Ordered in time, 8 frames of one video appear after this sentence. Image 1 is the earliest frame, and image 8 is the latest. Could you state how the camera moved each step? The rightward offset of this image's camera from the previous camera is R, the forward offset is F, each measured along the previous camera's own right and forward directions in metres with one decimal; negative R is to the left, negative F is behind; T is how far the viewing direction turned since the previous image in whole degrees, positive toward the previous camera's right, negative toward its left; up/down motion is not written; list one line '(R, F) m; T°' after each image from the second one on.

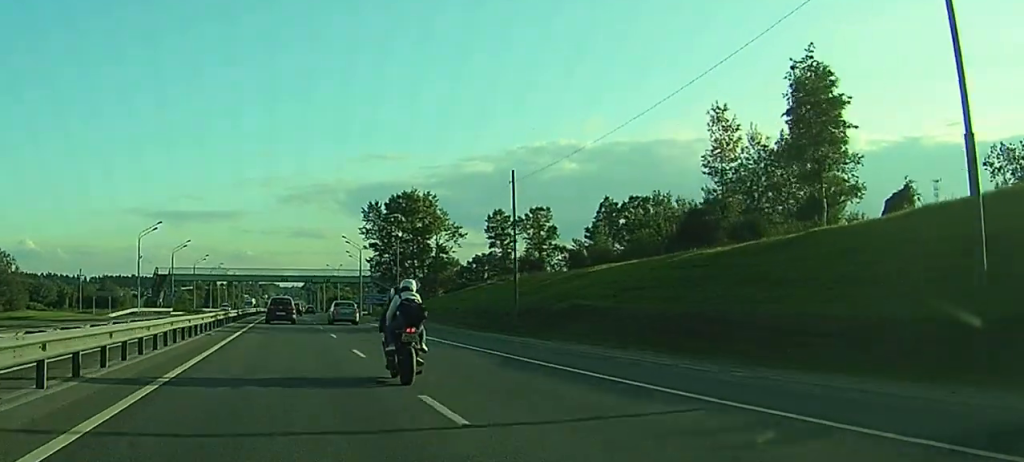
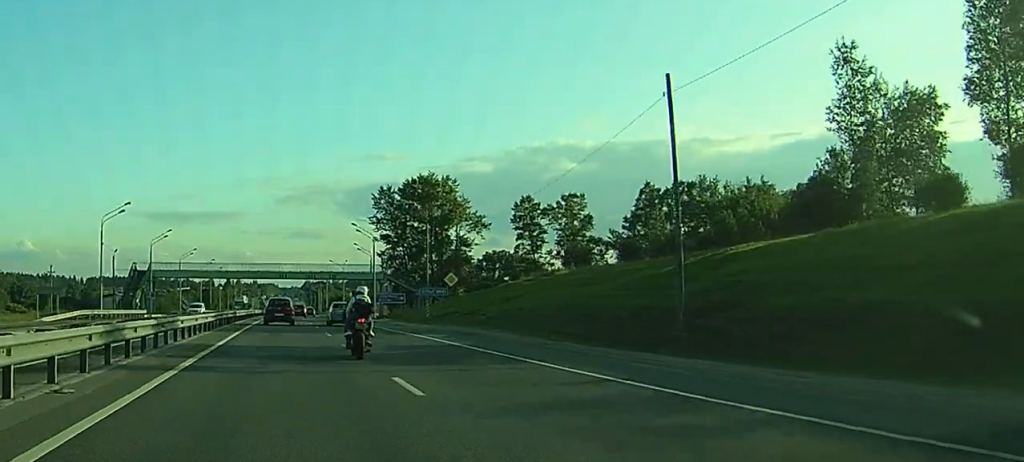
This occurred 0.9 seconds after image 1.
(+0.1, +20.7) m; 0°
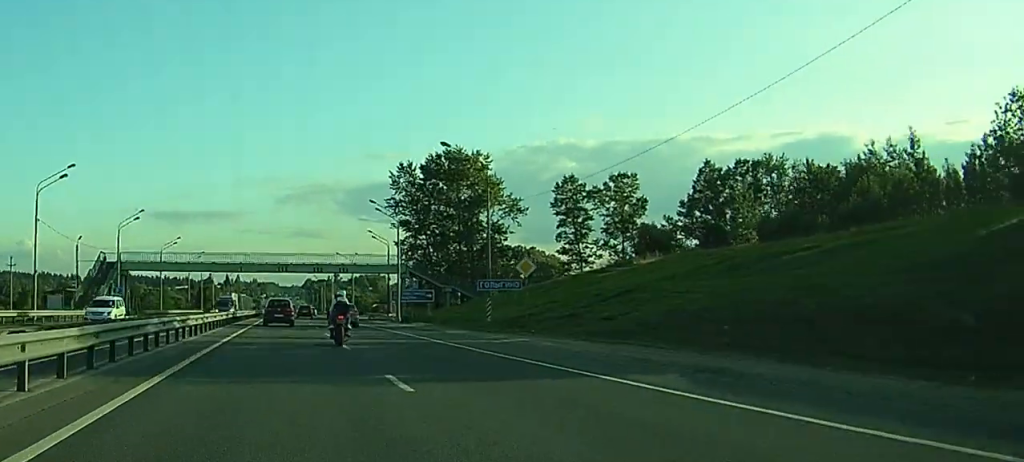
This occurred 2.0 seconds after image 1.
(0.0, +22.8) m; 0°
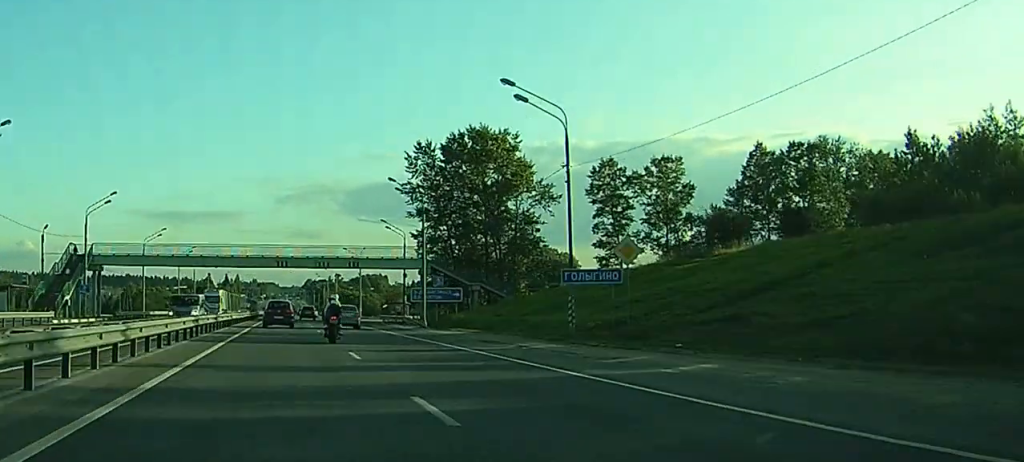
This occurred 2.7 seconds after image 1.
(0.0, +15.4) m; 0°
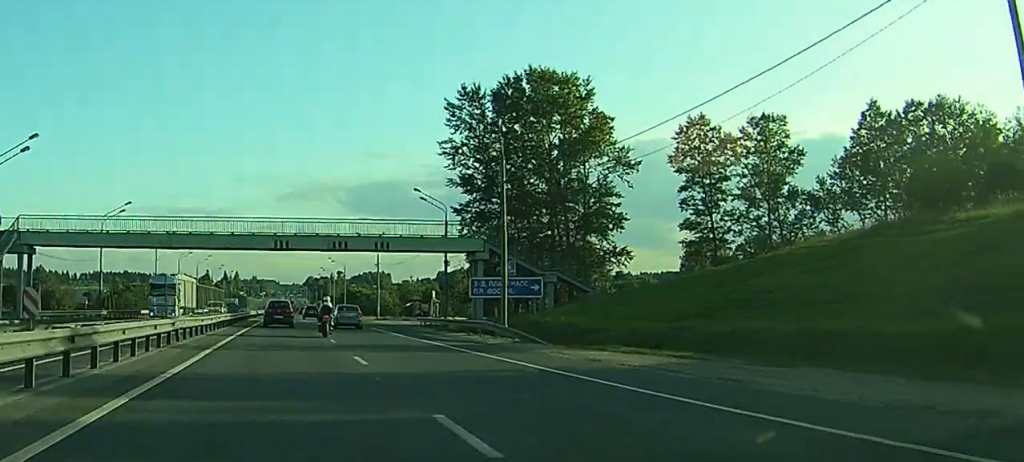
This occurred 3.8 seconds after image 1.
(0.0, +25.4) m; 0°
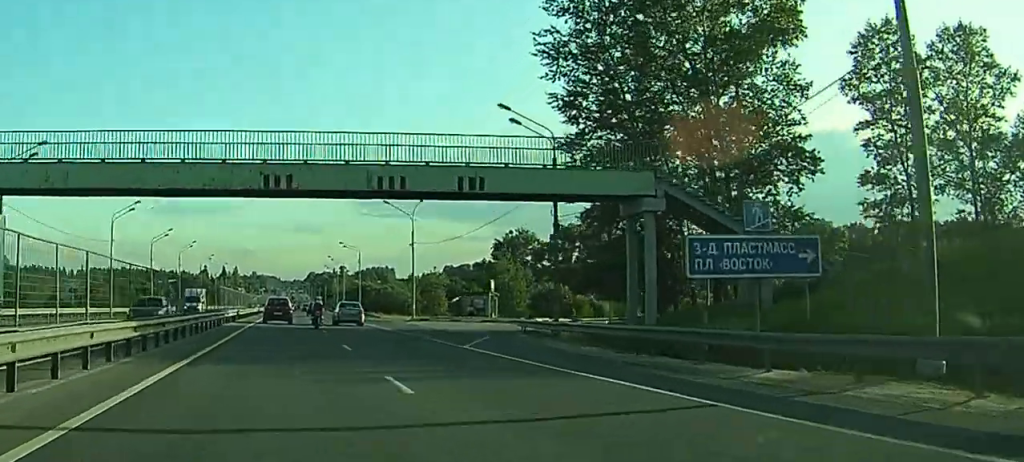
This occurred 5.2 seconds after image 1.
(-0.1, +30.3) m; -1°
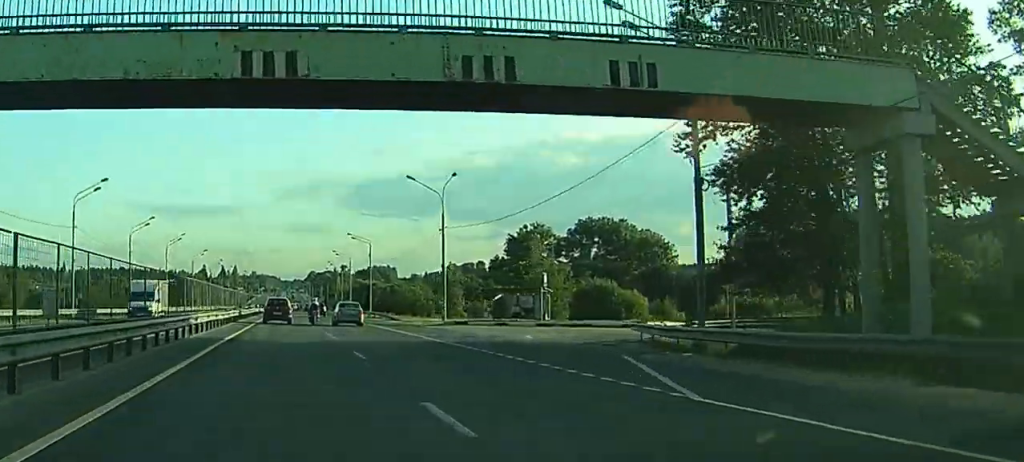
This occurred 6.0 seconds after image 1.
(-0.2, +15.8) m; -1°
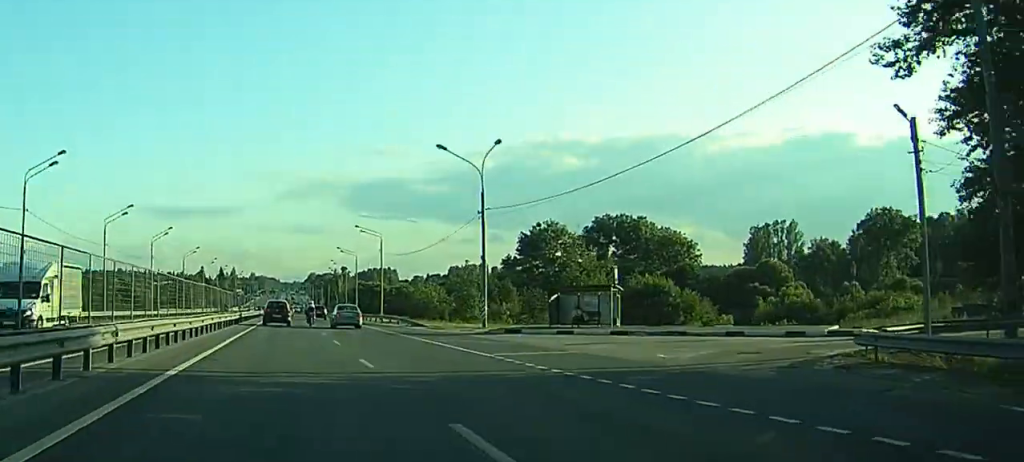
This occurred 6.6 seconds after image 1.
(0.0, +13.6) m; 0°
